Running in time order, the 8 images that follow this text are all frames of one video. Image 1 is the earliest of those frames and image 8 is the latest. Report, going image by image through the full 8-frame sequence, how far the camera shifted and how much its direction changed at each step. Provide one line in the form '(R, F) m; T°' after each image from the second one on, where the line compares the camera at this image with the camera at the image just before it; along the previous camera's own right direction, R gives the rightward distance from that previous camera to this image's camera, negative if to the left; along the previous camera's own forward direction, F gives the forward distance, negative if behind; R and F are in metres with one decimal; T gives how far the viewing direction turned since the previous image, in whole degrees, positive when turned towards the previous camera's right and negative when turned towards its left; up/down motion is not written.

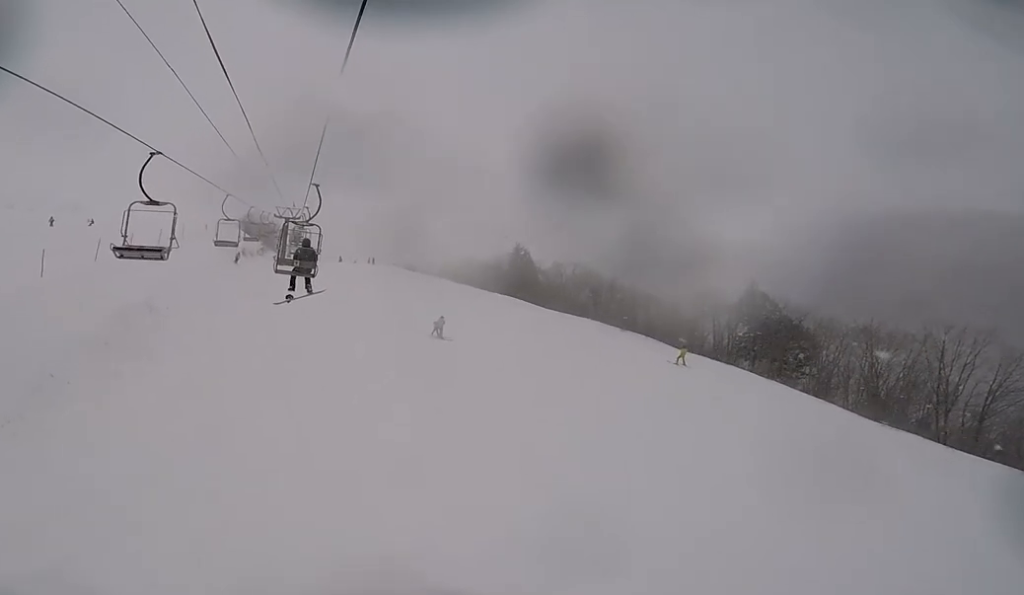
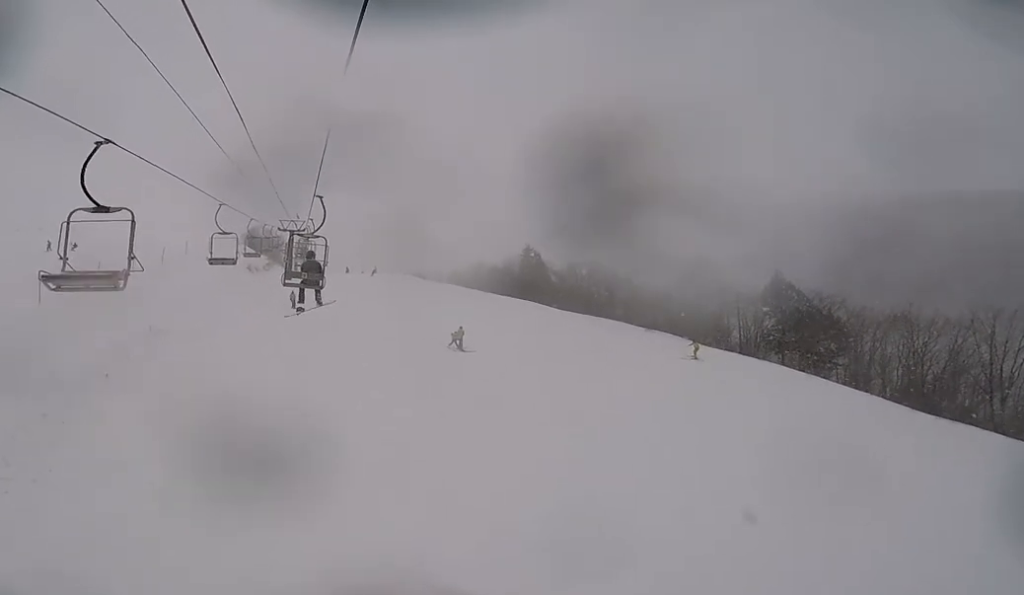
(0.0, +1.8) m; 0°
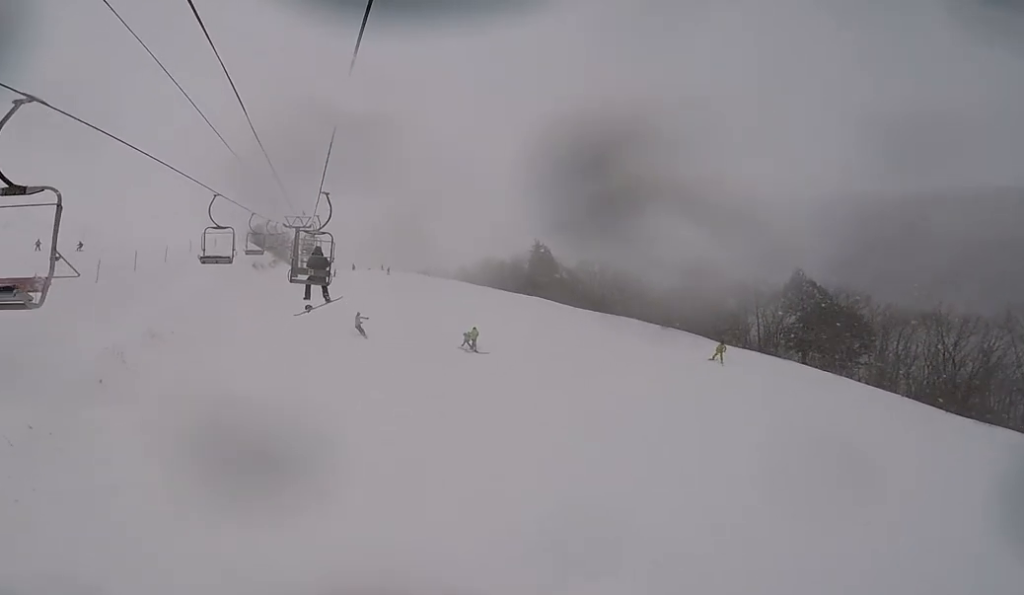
(0.0, +1.3) m; 0°
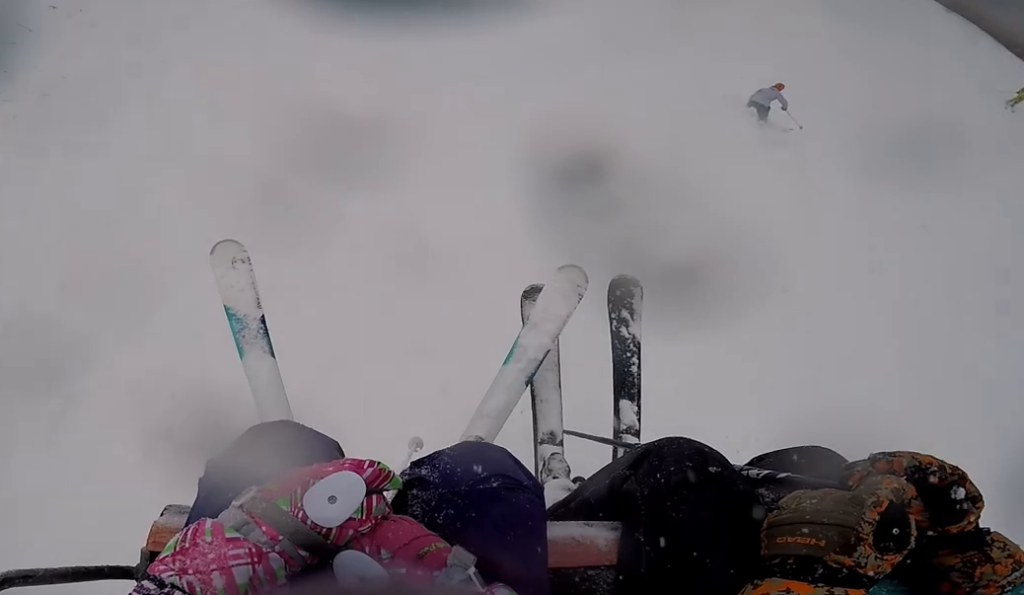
(0.0, +2.3) m; 0°
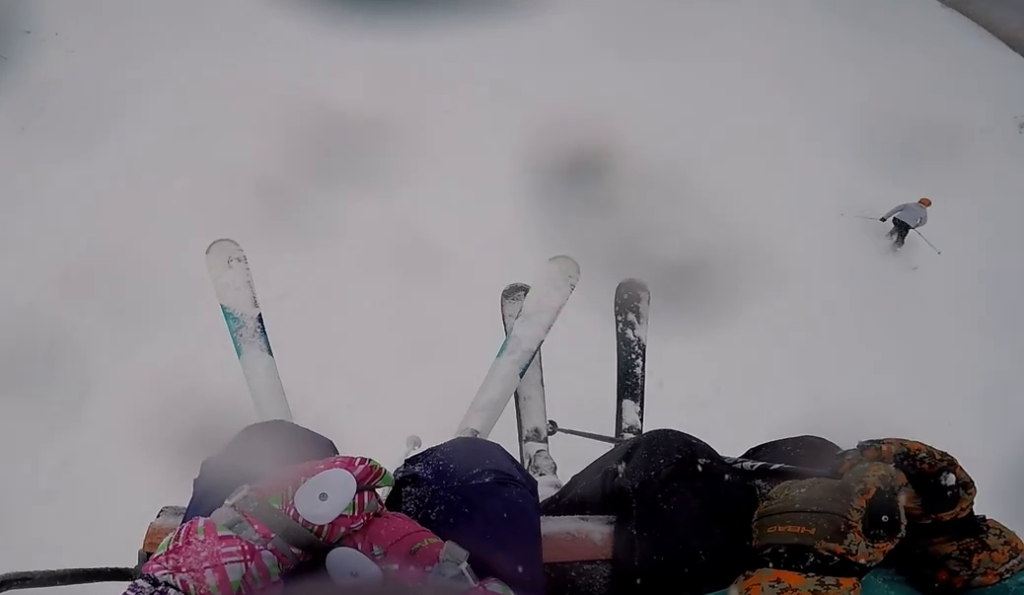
(0.0, +0.8) m; 0°
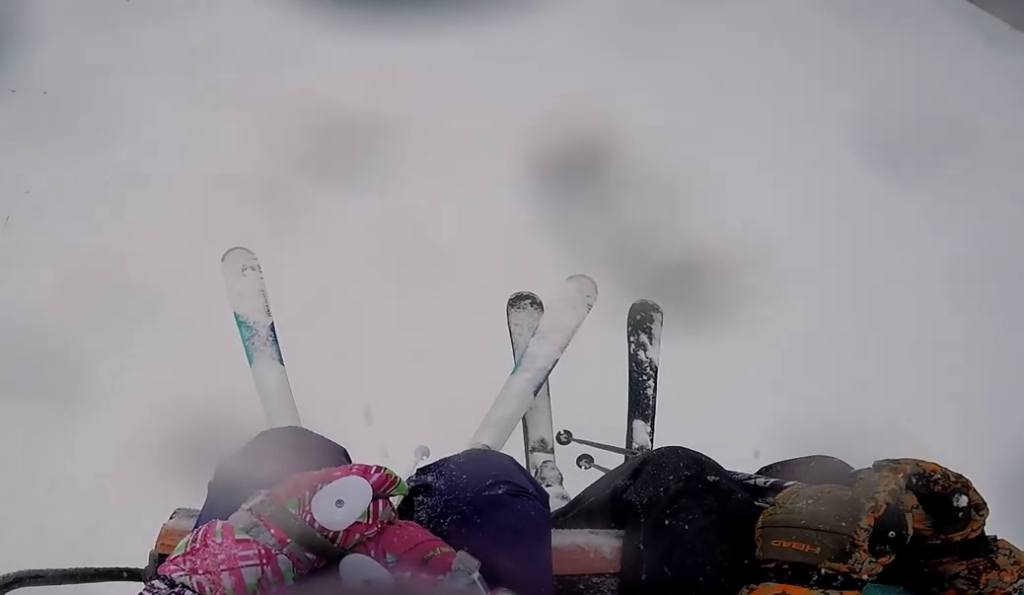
(0.0, +2.1) m; 0°
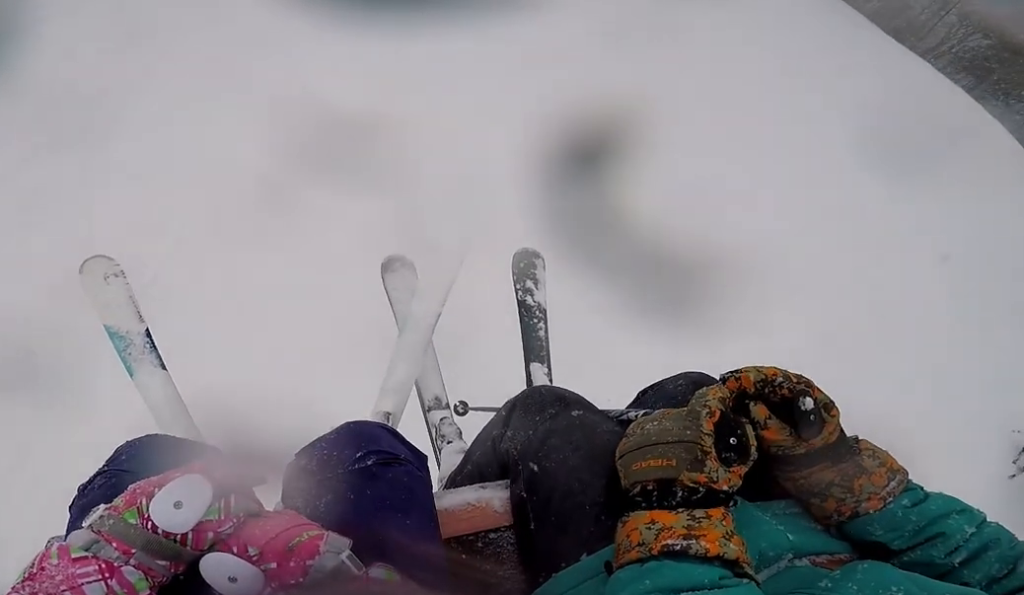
(0.0, +1.8) m; 0°
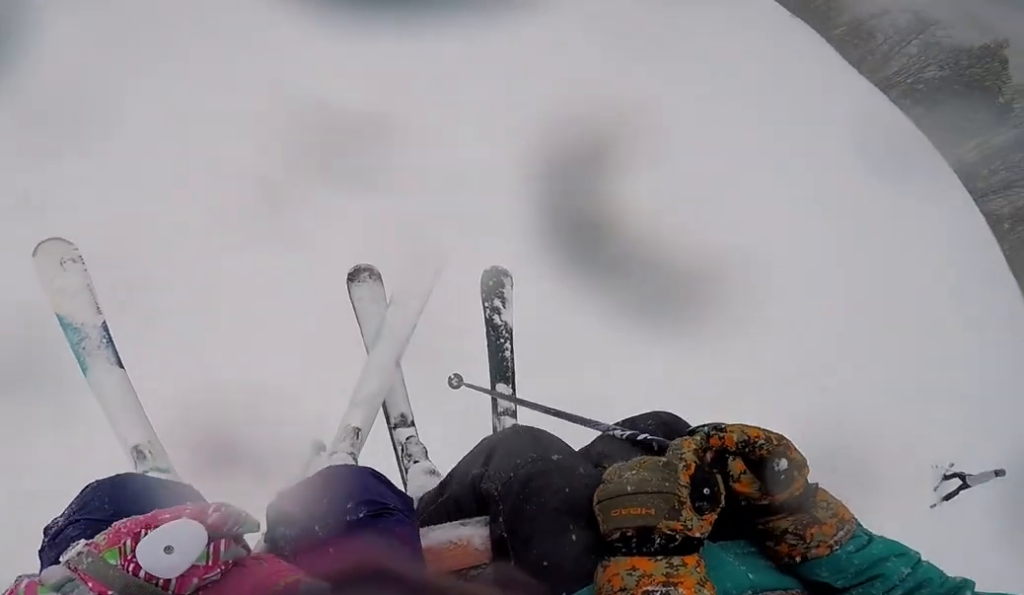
(0.0, +0.8) m; 0°
